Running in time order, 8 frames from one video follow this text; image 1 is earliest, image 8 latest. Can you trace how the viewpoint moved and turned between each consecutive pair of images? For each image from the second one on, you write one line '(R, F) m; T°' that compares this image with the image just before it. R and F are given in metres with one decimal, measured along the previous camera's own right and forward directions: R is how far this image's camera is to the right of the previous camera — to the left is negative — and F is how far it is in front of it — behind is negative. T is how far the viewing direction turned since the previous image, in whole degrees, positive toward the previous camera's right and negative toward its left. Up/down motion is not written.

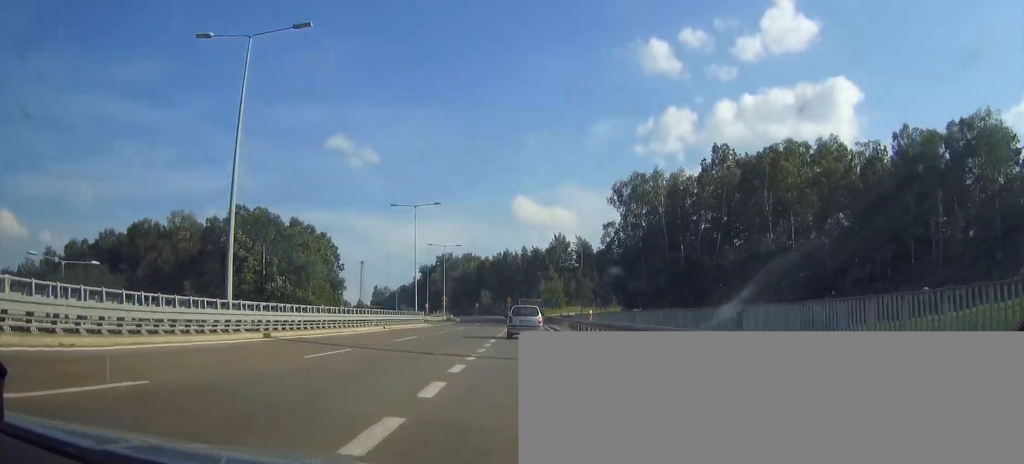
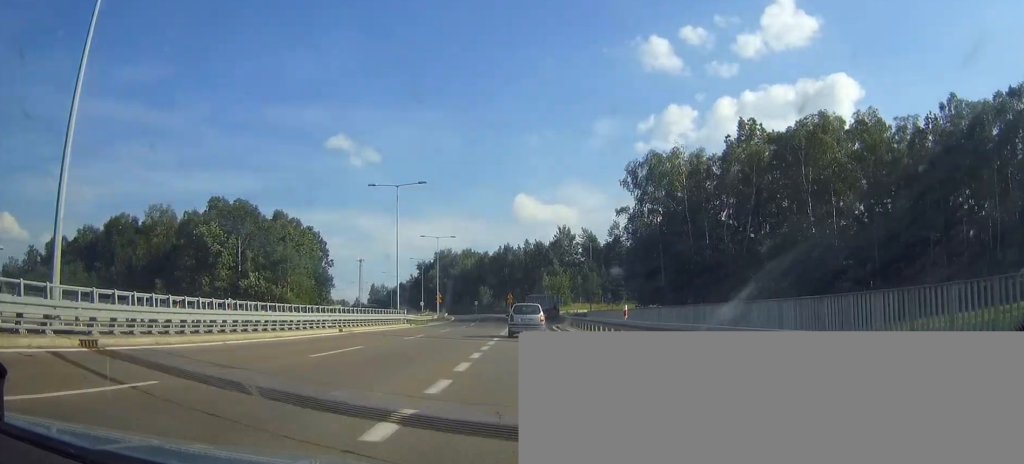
(0.0, +11.5) m; +1°
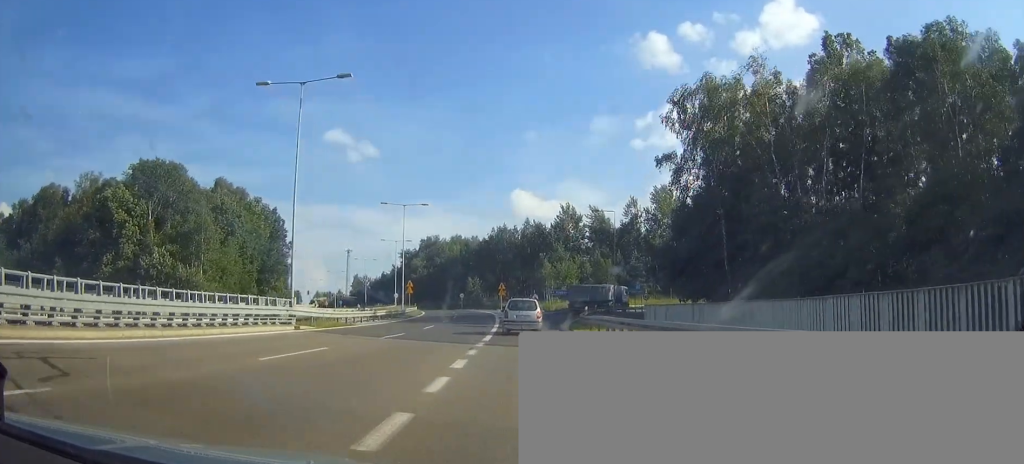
(+1.2, +27.6) m; -1°
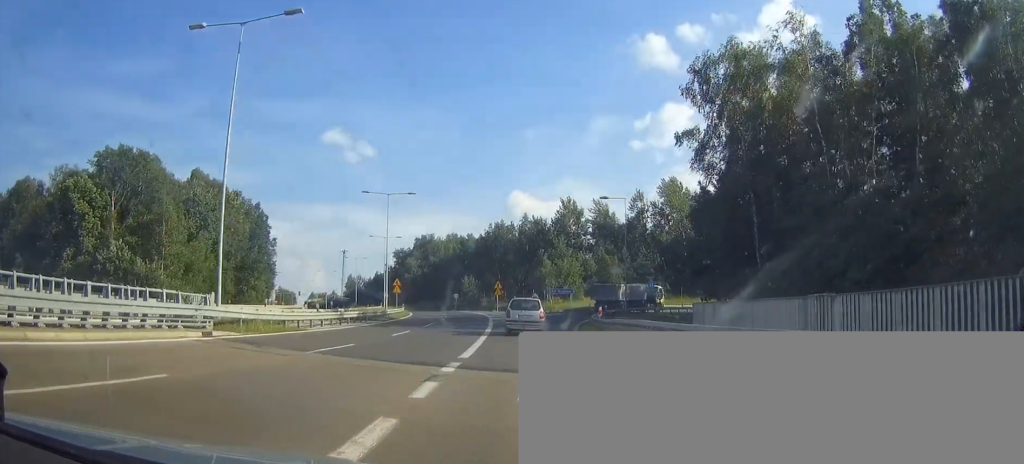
(-0.9, +8.3) m; -2°
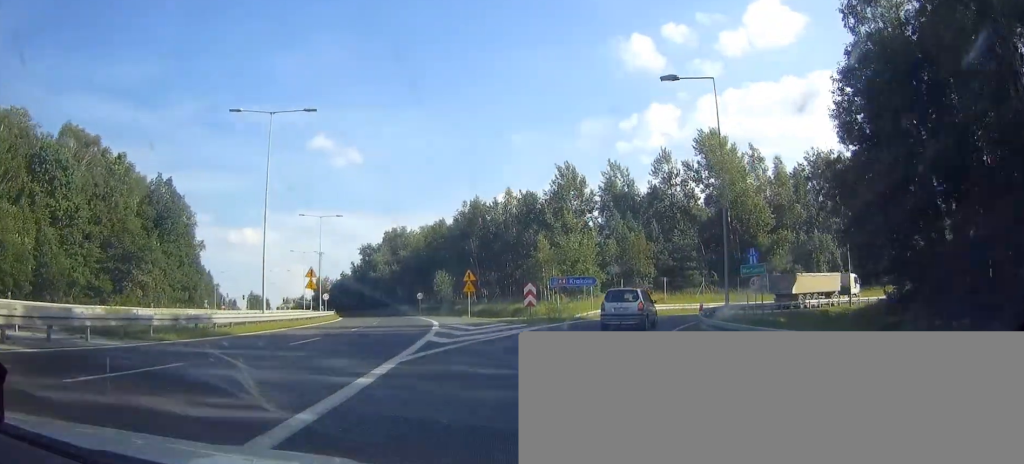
(+0.5, +31.1) m; +5°
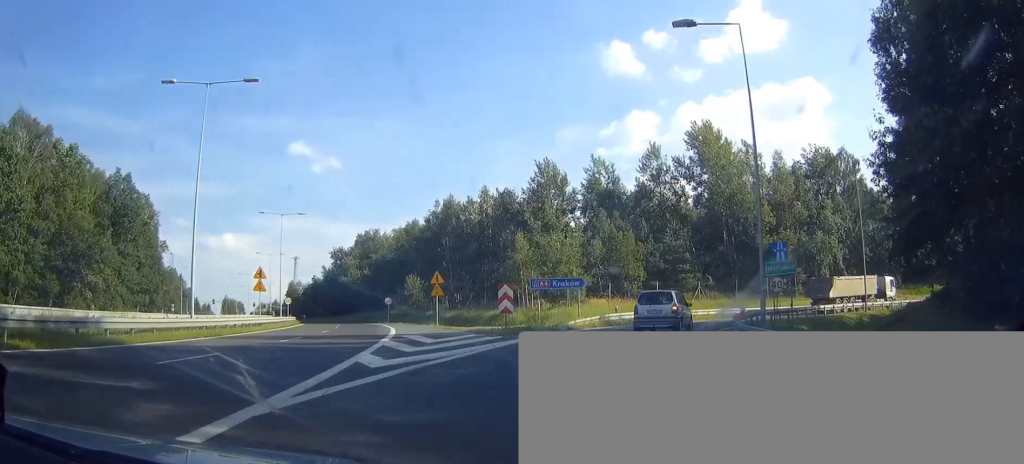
(0.0, +6.5) m; +2°
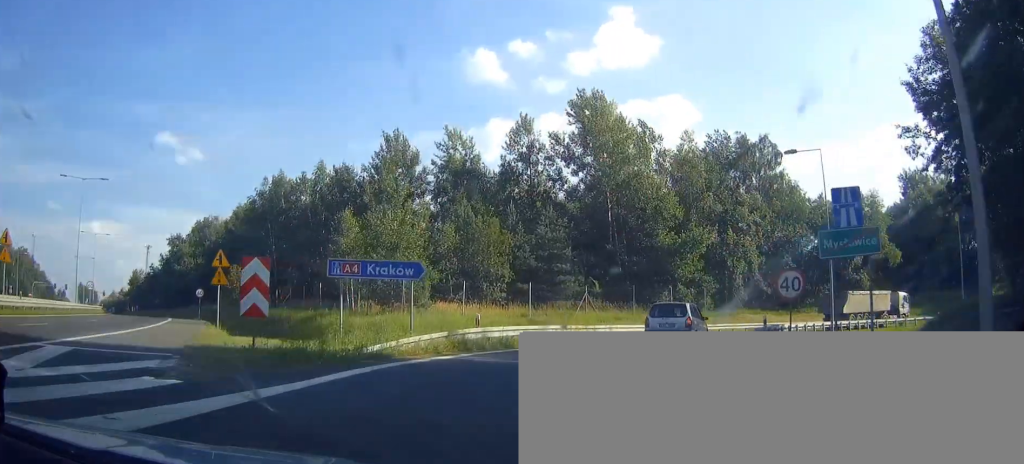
(+1.2, +15.2) m; +11°
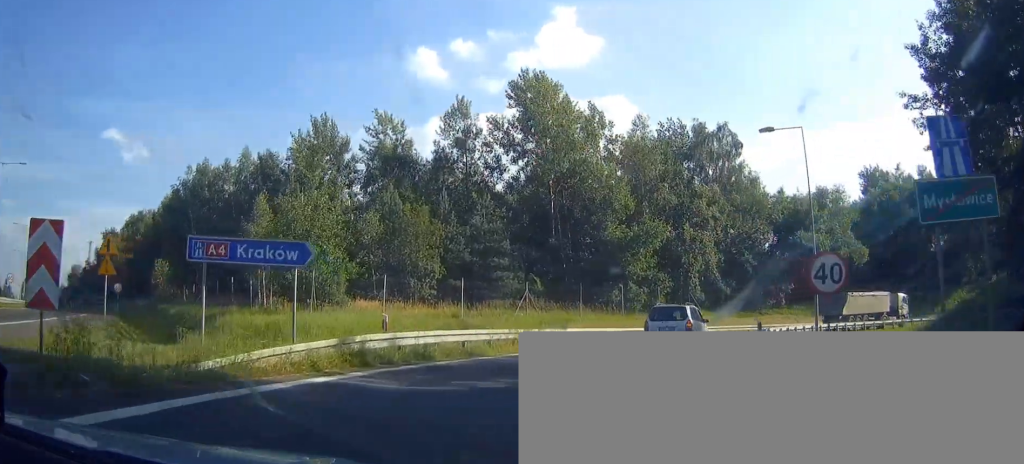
(+0.2, +5.4) m; +5°
